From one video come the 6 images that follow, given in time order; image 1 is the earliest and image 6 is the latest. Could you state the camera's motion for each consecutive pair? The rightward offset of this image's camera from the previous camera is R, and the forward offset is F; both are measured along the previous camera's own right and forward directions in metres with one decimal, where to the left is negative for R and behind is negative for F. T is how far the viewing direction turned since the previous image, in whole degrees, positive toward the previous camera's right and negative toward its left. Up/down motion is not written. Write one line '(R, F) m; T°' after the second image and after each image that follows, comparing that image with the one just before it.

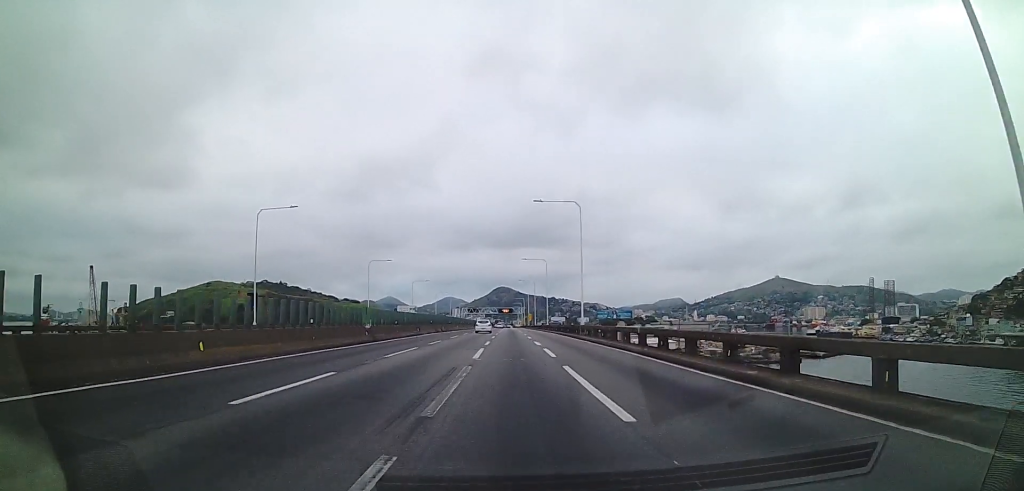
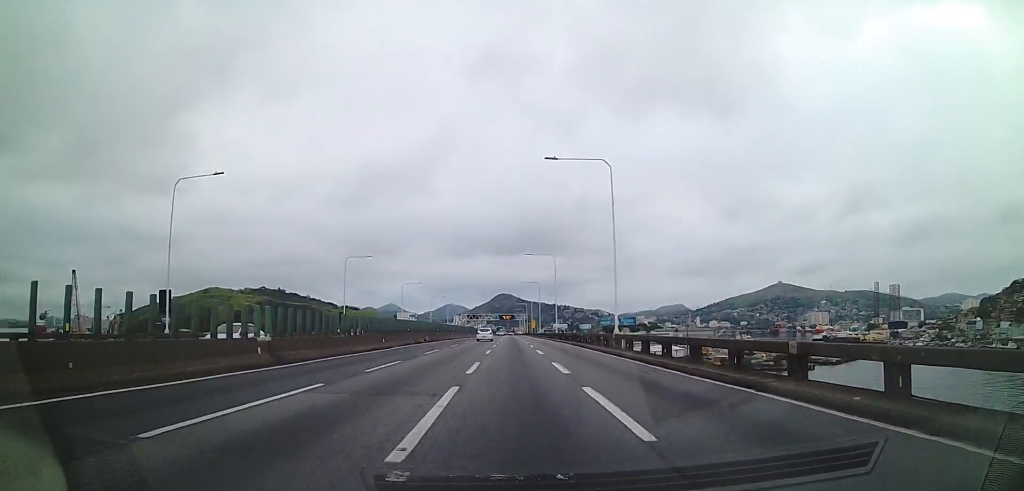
(0.0, +13.6) m; 0°
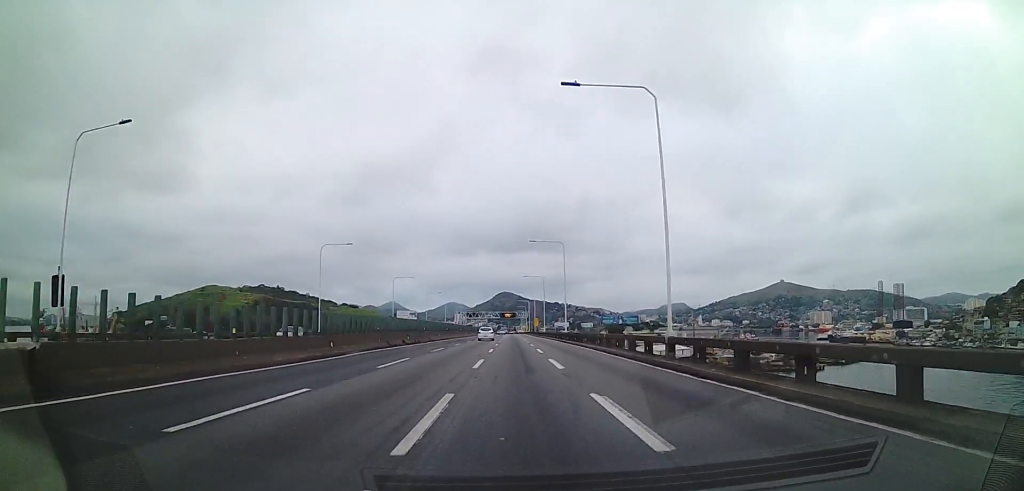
(0.0, +10.2) m; 0°
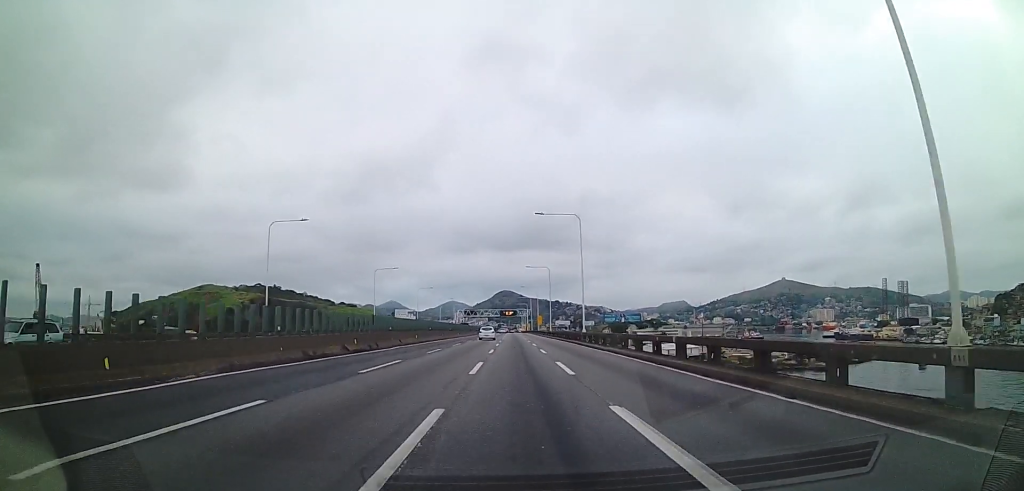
(-0.1, +14.3) m; 0°
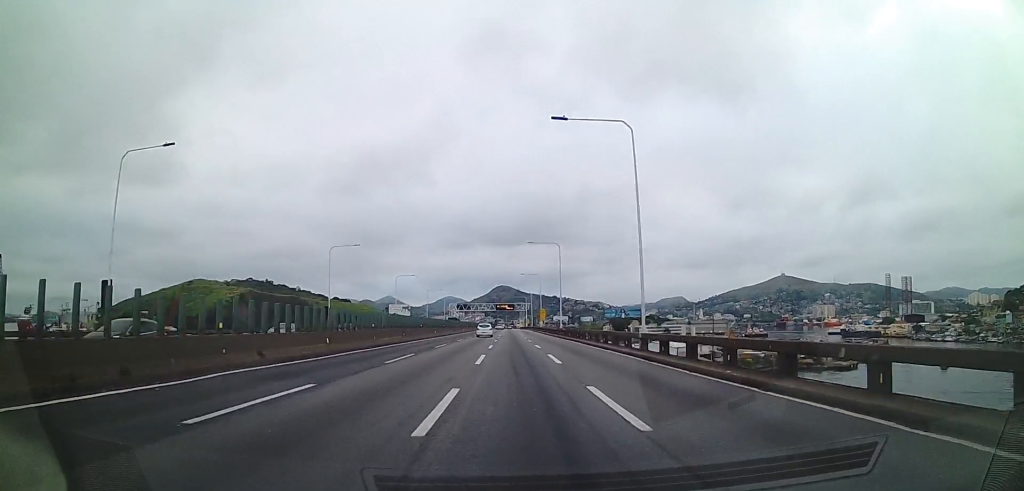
(+0.1, +21.0) m; 0°
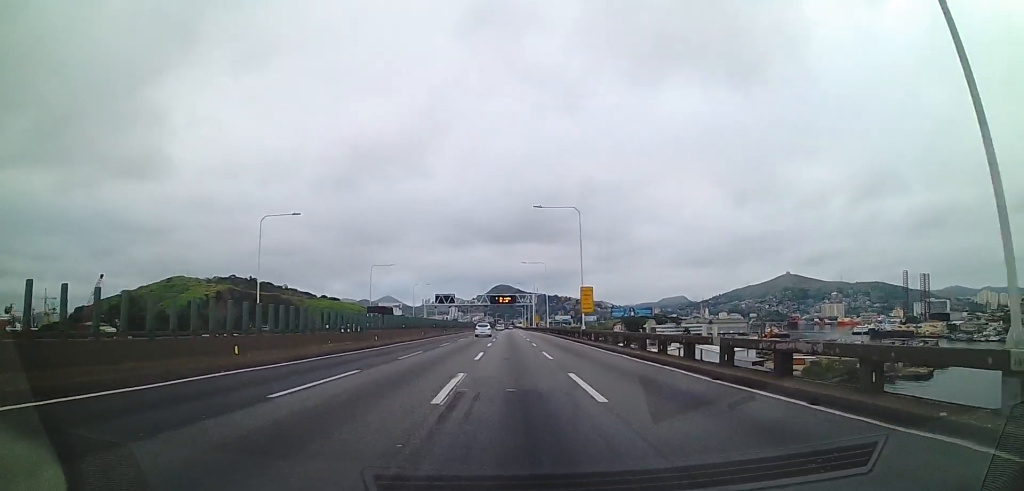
(-1.3, +60.2) m; 0°
